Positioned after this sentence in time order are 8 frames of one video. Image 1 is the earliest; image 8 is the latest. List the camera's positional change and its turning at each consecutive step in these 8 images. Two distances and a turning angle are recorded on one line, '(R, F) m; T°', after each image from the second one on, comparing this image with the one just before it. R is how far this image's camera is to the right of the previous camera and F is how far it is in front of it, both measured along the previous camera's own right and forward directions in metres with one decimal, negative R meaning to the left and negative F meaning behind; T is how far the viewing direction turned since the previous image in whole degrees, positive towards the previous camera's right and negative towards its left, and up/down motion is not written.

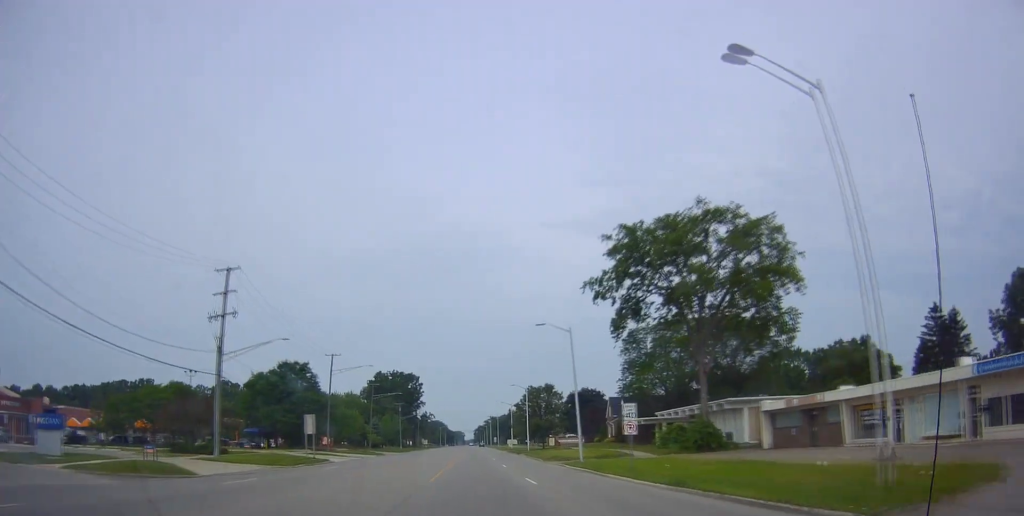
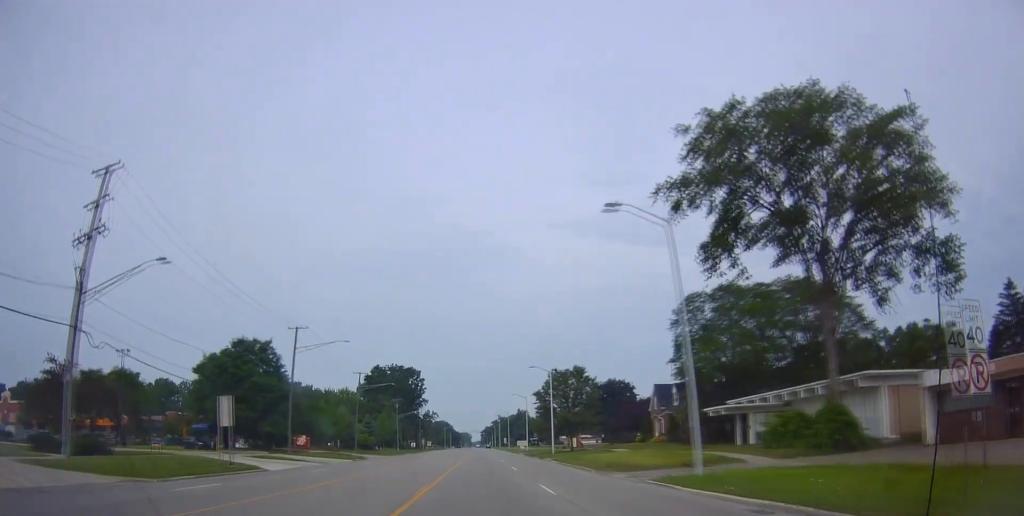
(+1.6, +18.3) m; +4°
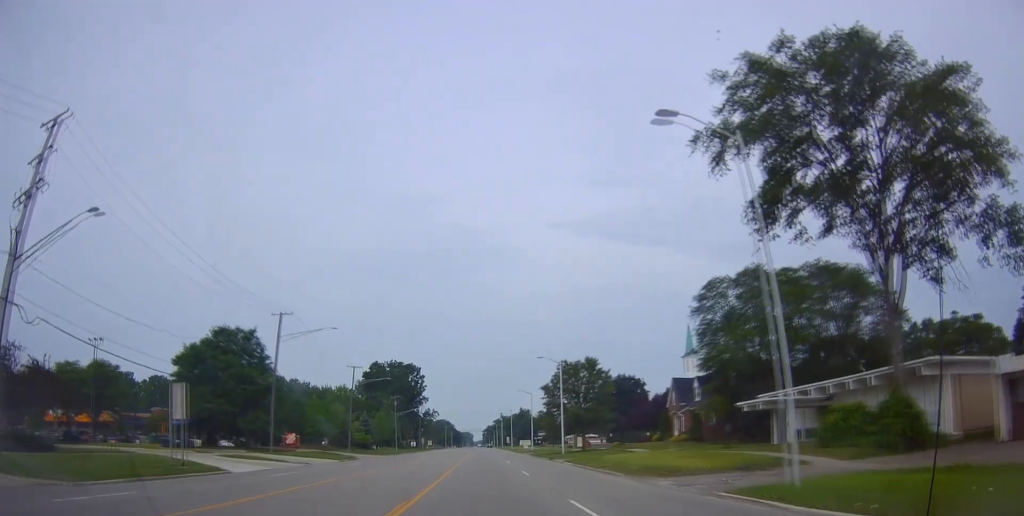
(+0.1, +5.6) m; -1°
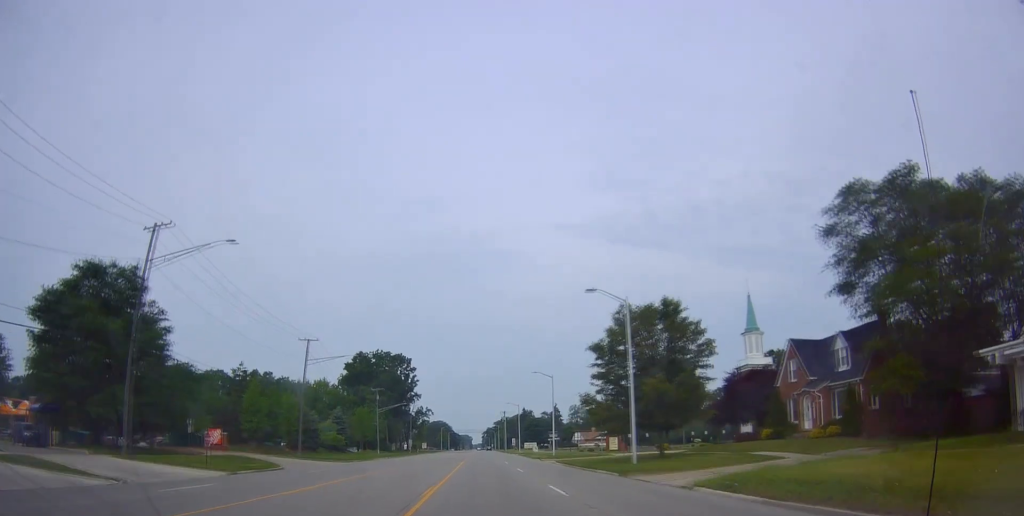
(-0.2, +24.7) m; 0°
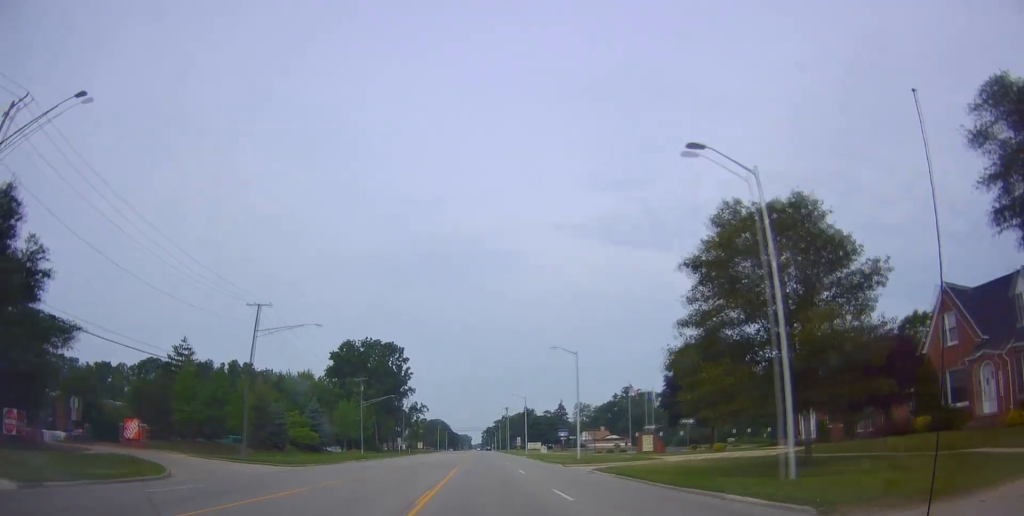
(-0.2, +15.7) m; -1°
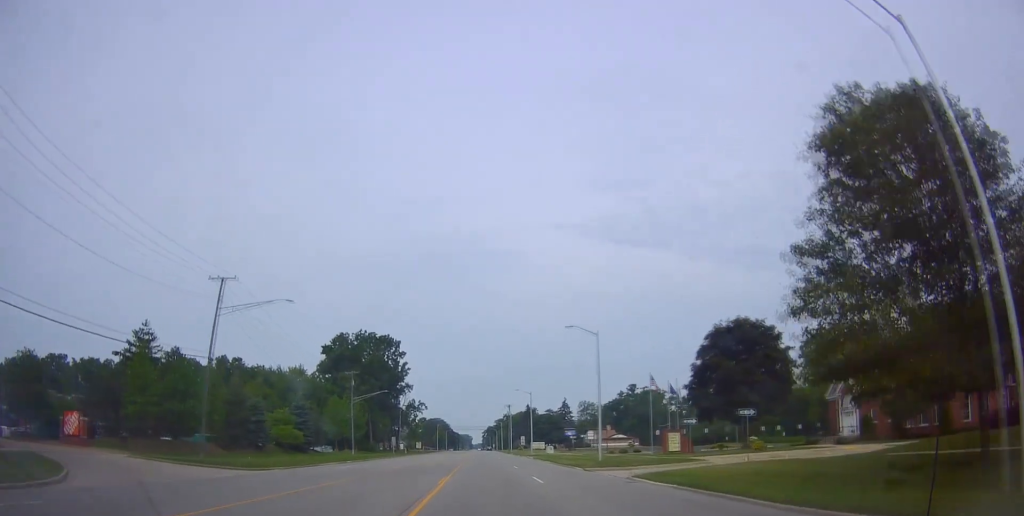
(-0.1, +8.1) m; -1°
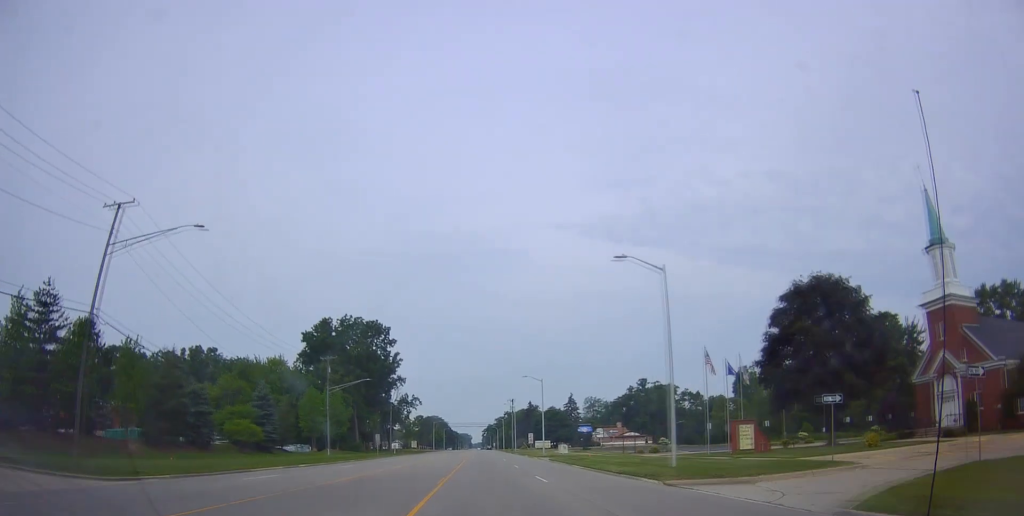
(0.0, +15.0) m; 0°
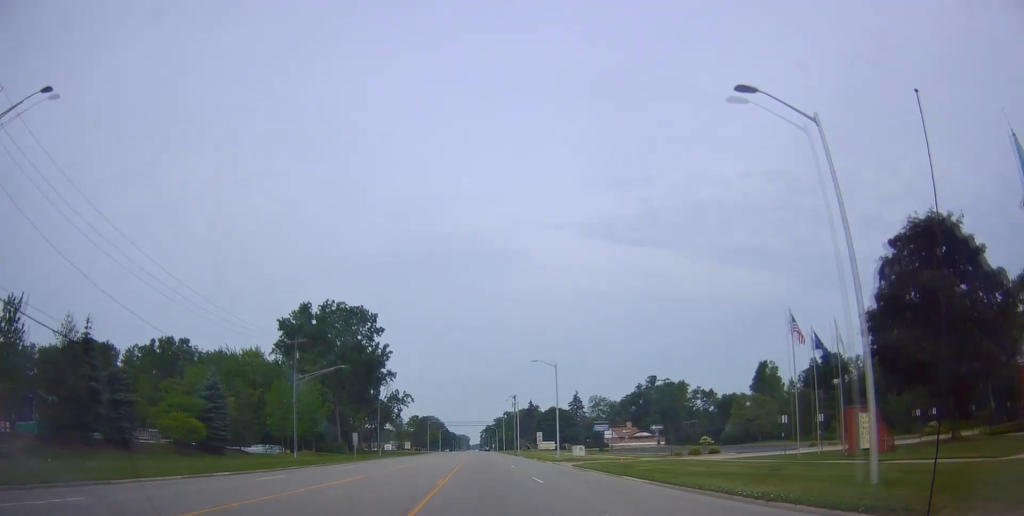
(0.0, +13.9) m; -1°
